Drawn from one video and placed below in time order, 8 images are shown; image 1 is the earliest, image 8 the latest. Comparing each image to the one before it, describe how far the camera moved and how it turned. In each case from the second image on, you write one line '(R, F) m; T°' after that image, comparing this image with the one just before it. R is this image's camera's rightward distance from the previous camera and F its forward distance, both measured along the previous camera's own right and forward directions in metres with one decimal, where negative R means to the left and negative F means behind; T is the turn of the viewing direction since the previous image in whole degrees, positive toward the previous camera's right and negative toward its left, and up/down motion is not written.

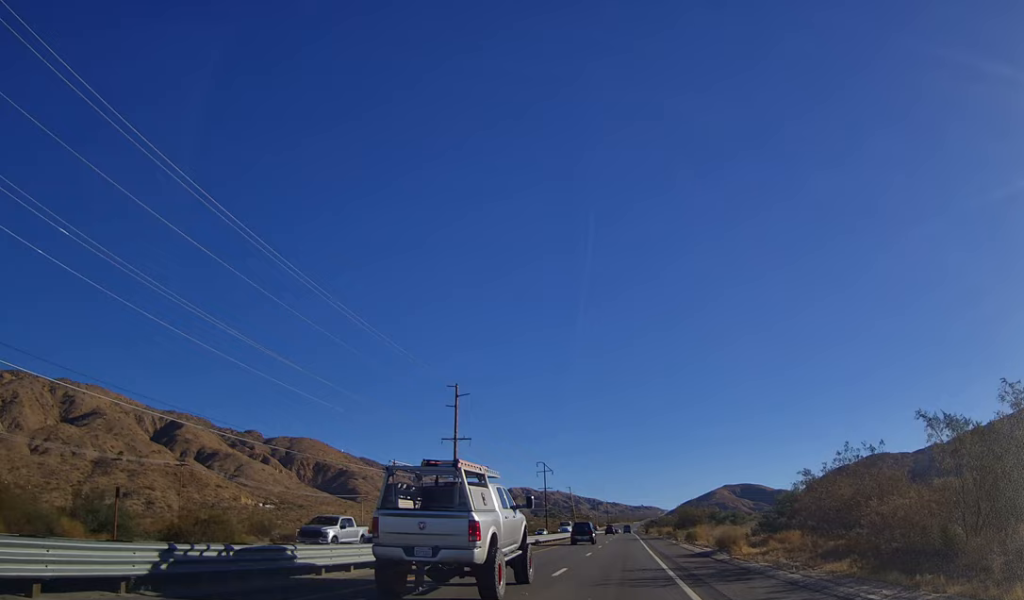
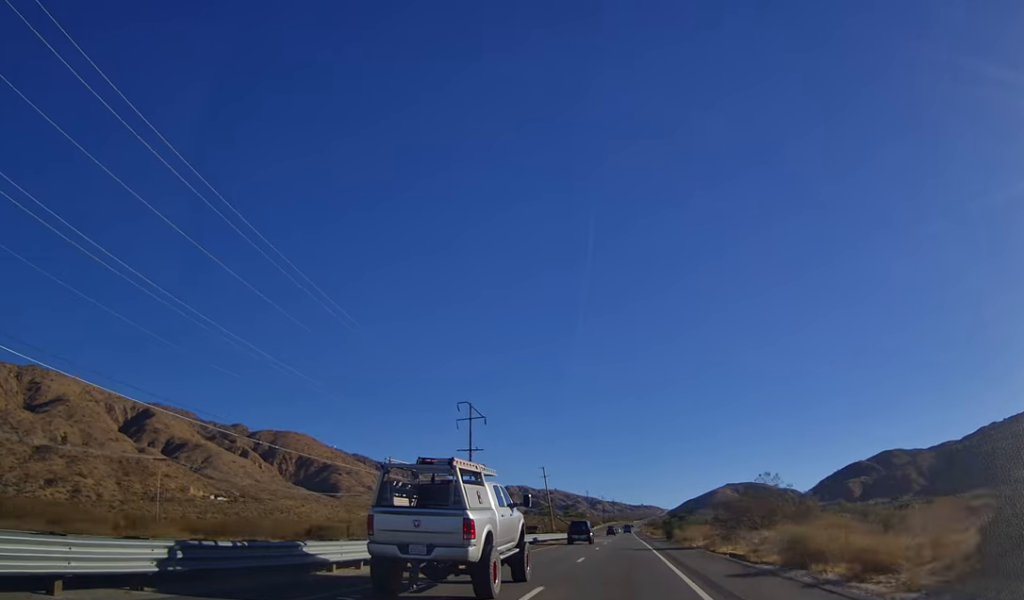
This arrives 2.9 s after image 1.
(-0.2, +81.9) m; +1°
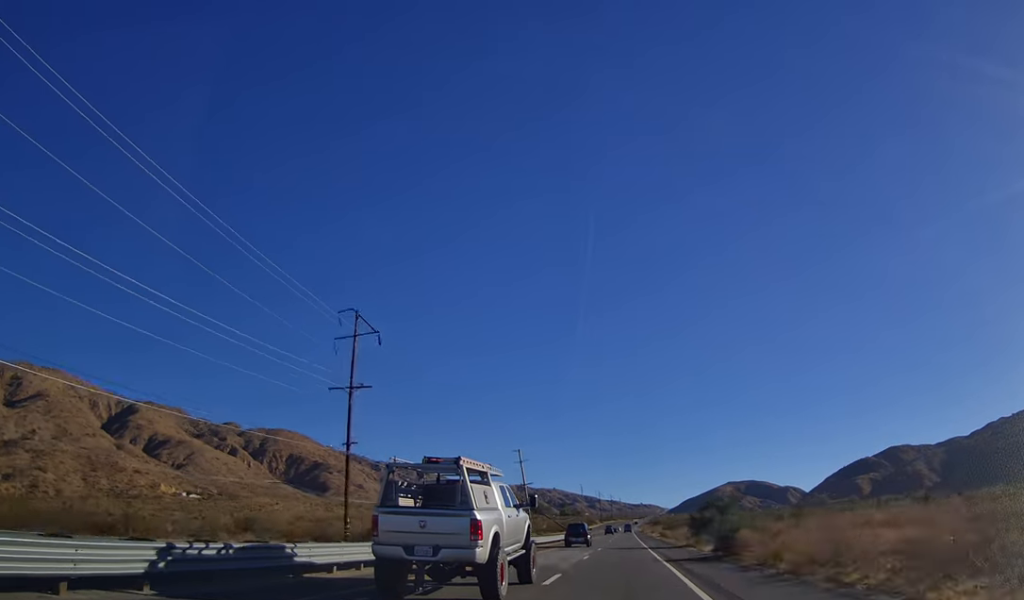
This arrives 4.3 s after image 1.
(+0.7, +39.9) m; 0°
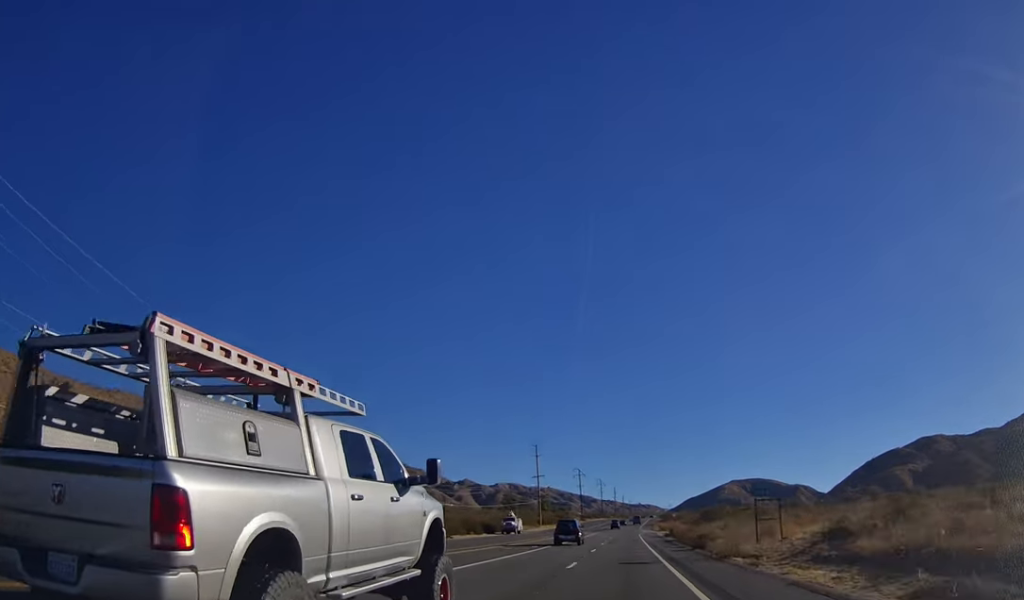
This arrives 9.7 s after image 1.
(-1.5, +155.3) m; 0°
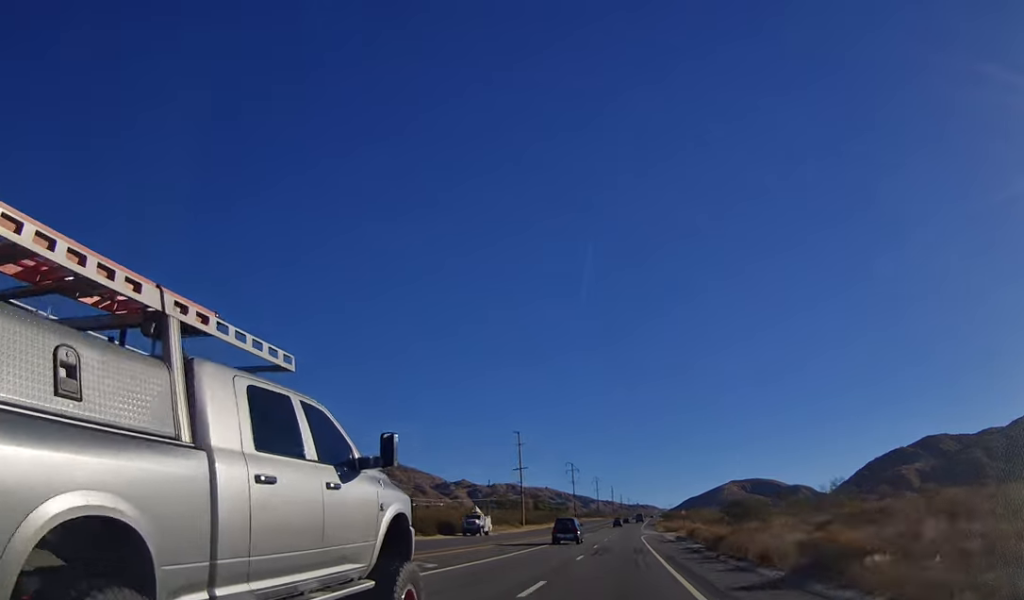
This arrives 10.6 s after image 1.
(+0.3, +24.5) m; 0°
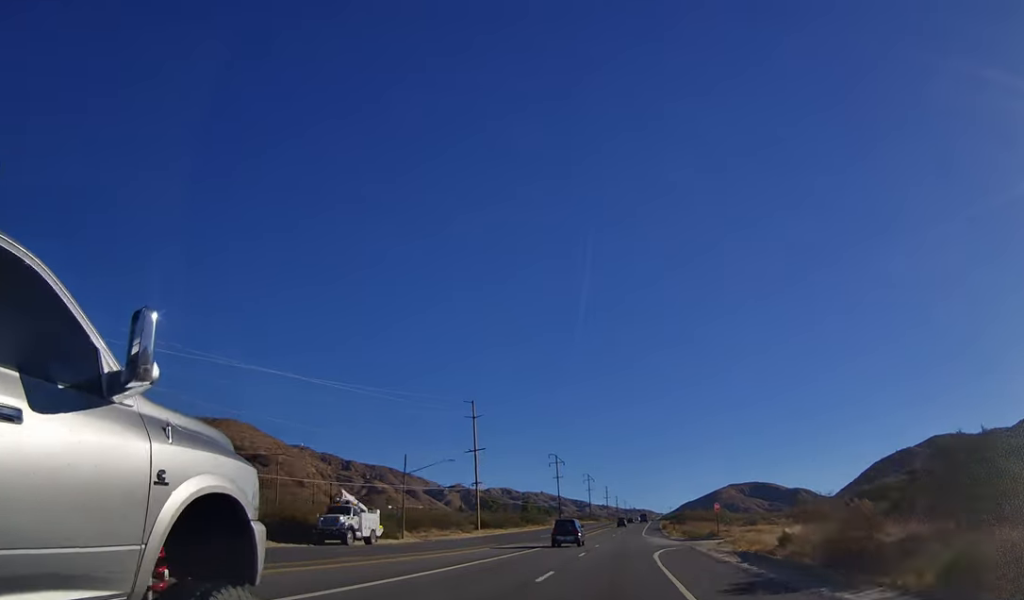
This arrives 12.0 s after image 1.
(-0.3, +39.6) m; 0°
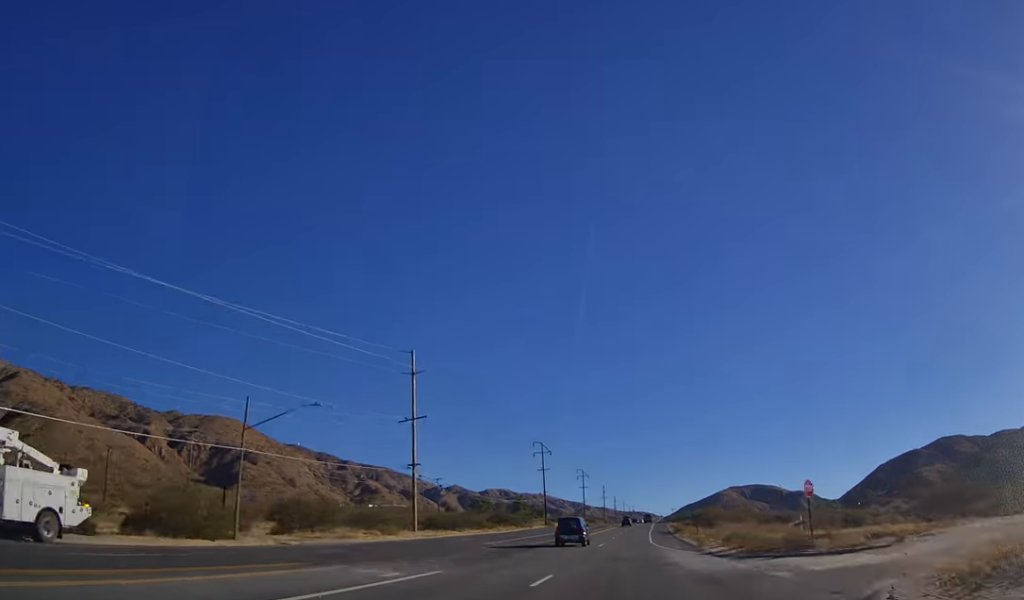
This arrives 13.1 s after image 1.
(-0.3, +30.1) m; 0°
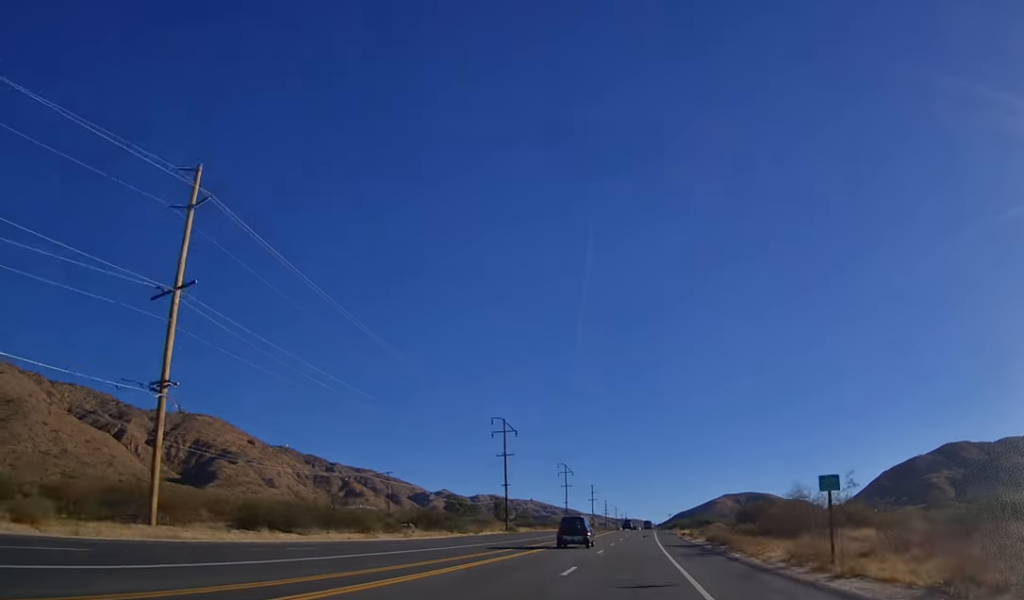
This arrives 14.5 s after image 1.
(+0.6, +41.5) m; +1°
